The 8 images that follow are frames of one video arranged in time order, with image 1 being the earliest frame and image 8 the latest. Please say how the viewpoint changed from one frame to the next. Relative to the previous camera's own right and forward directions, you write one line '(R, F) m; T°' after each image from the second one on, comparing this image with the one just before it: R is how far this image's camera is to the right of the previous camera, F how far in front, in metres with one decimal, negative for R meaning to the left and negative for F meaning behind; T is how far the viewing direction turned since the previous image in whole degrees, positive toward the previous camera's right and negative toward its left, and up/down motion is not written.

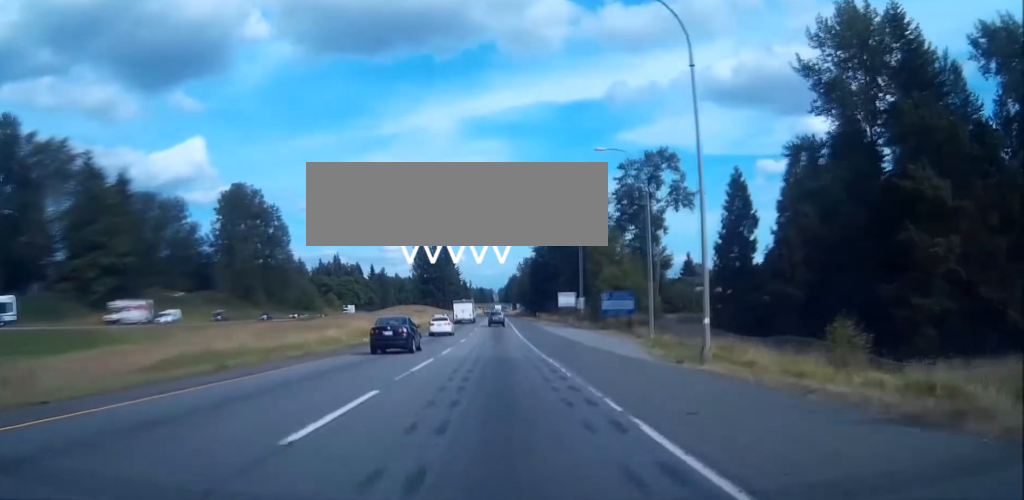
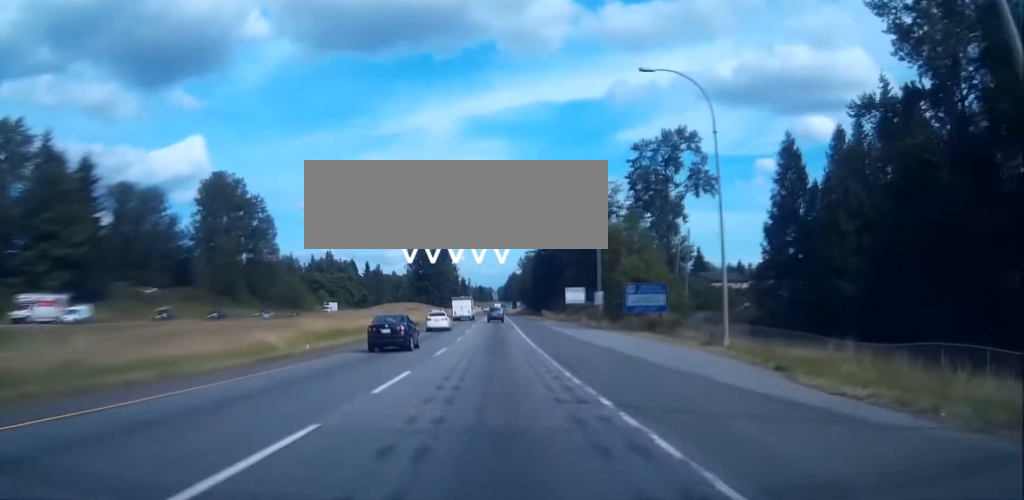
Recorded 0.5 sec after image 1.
(0.0, +15.7) m; 0°
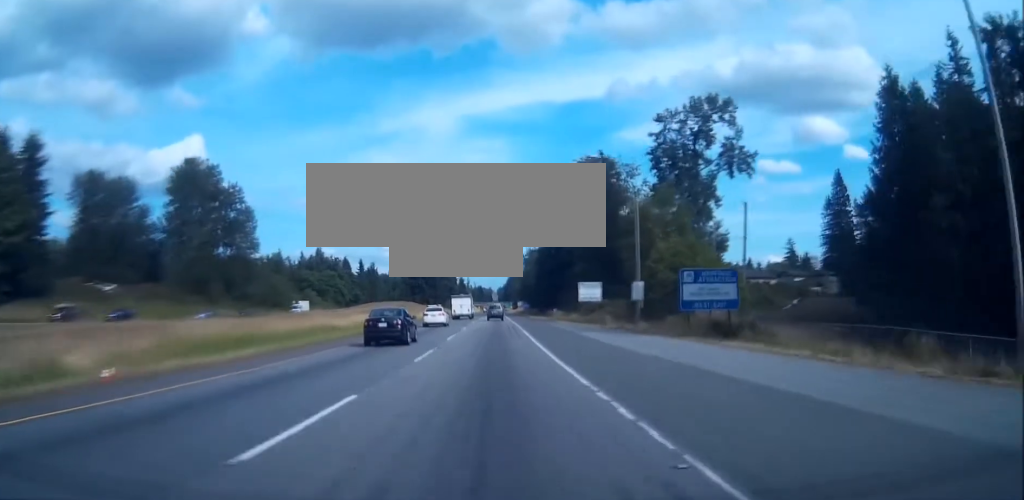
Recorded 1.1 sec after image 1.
(0.0, +19.8) m; 0°
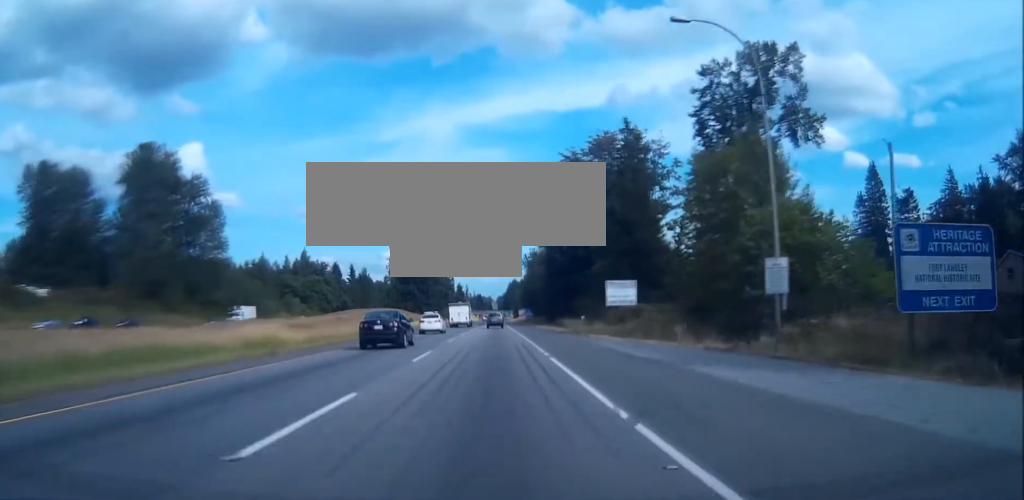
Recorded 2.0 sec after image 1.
(+0.1, +25.9) m; 0°
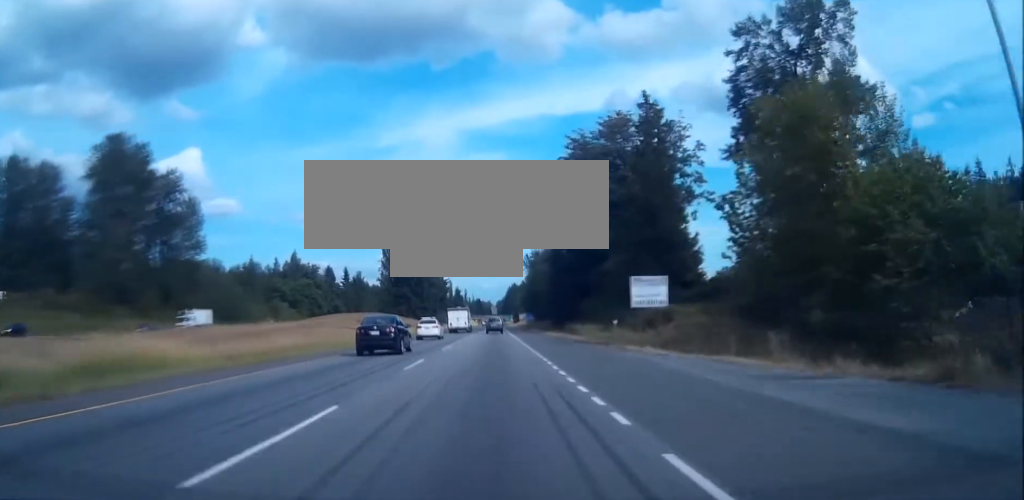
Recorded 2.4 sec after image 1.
(0.0, +14.5) m; 0°
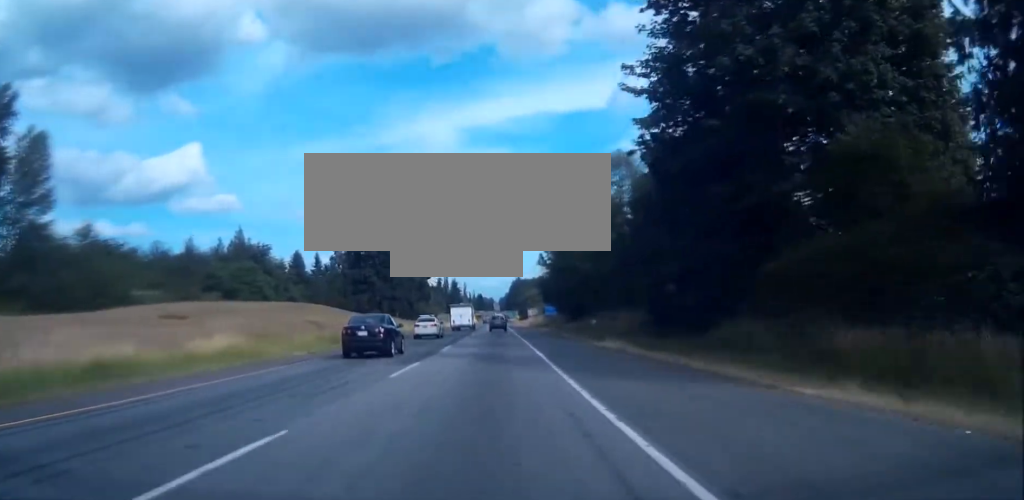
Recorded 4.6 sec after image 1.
(-0.2, +68.2) m; 0°
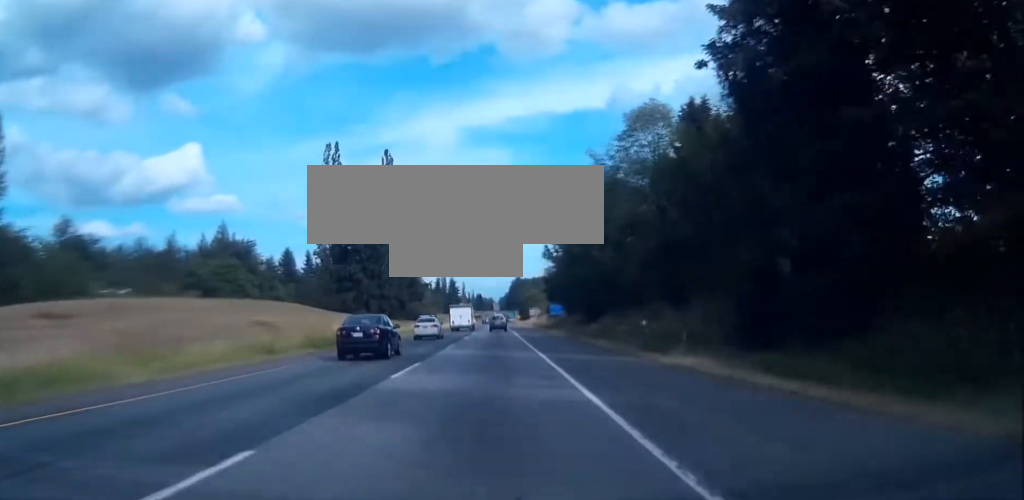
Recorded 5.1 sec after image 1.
(+0.1, +14.4) m; 0°
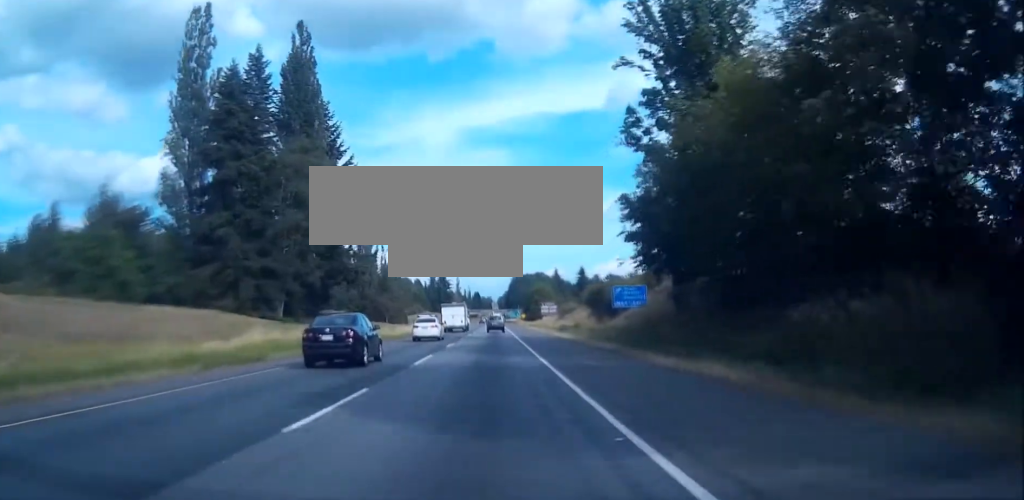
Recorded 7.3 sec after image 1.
(+0.1, +69.2) m; 0°
